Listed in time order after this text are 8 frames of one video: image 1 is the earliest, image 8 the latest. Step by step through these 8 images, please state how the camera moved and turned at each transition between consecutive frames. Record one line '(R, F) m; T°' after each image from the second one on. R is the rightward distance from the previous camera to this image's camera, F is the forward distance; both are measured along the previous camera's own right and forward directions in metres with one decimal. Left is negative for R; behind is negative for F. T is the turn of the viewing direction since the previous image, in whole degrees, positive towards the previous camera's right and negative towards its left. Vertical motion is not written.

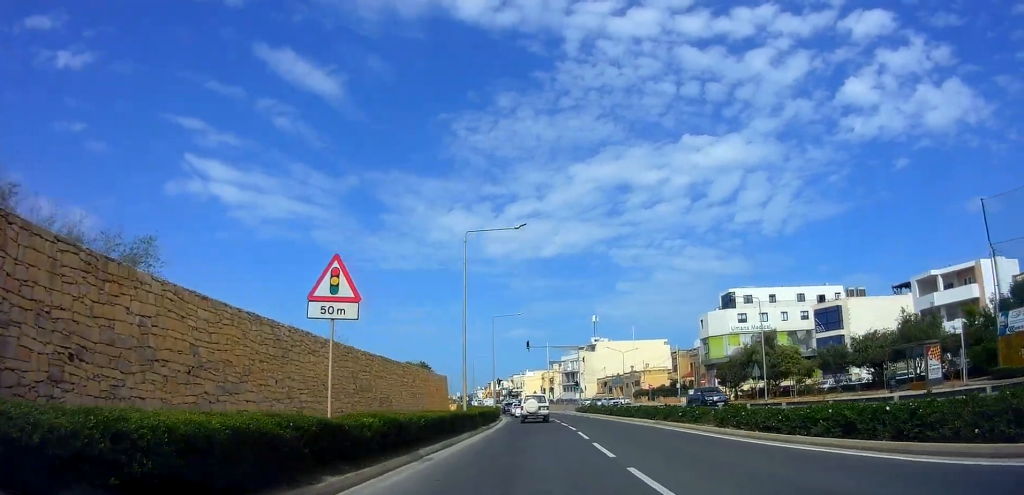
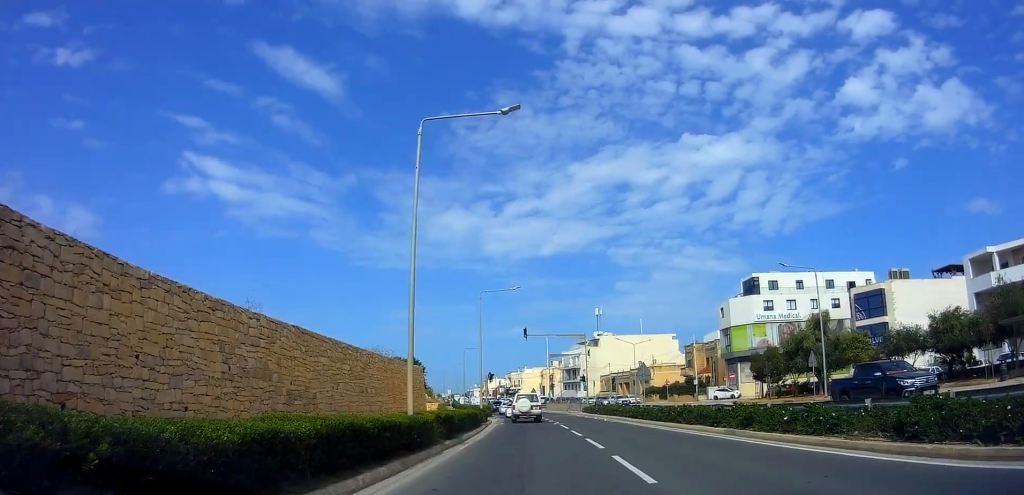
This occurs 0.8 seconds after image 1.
(0.0, +10.1) m; 0°
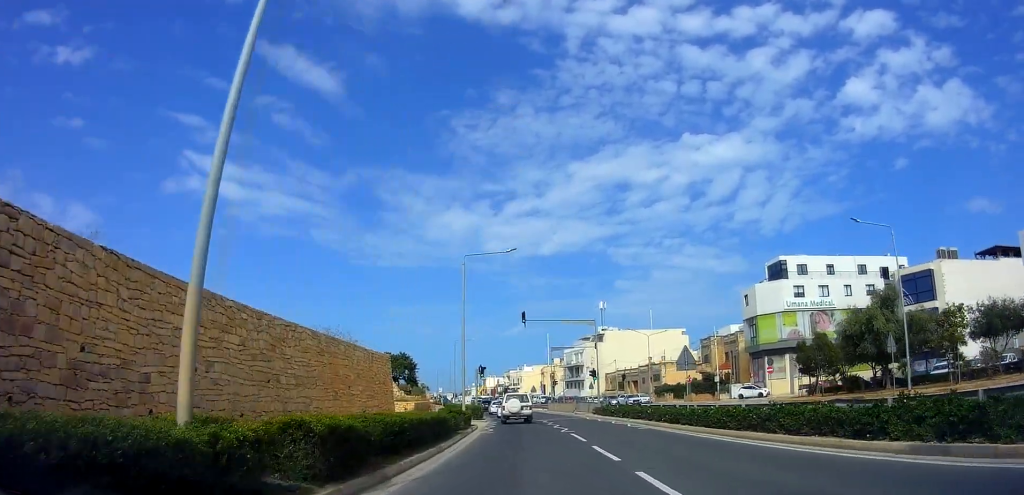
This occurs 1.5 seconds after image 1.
(0.0, +8.5) m; 0°
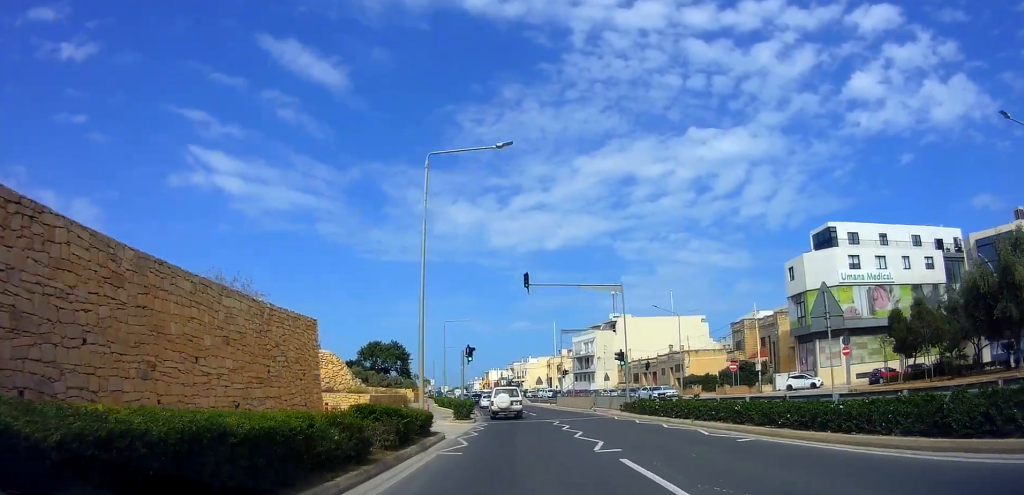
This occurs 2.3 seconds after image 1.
(0.0, +11.2) m; 0°
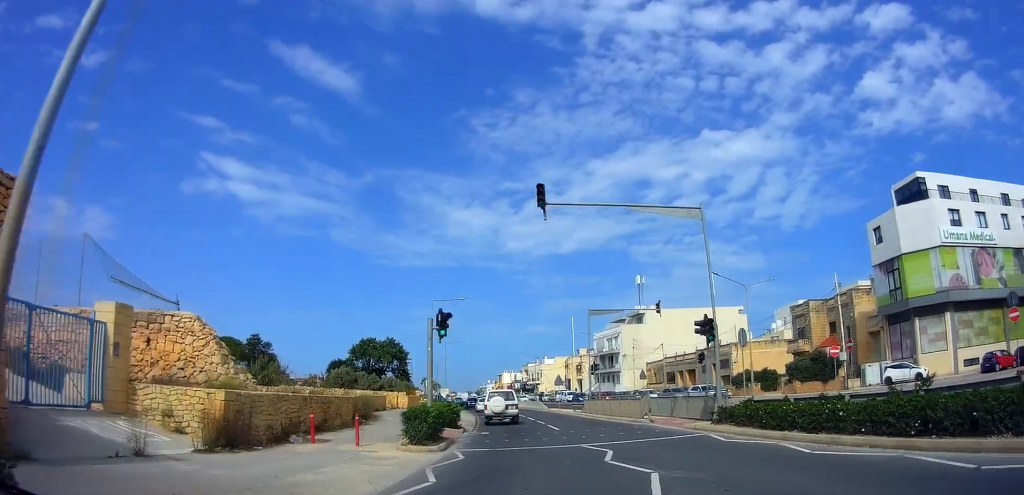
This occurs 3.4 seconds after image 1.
(0.0, +13.8) m; 0°
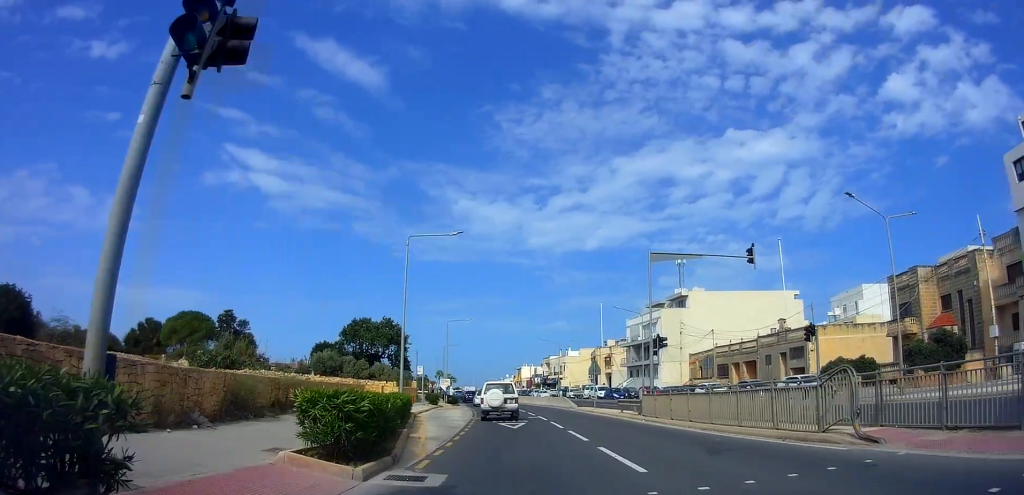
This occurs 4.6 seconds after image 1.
(0.0, +14.9) m; 0°
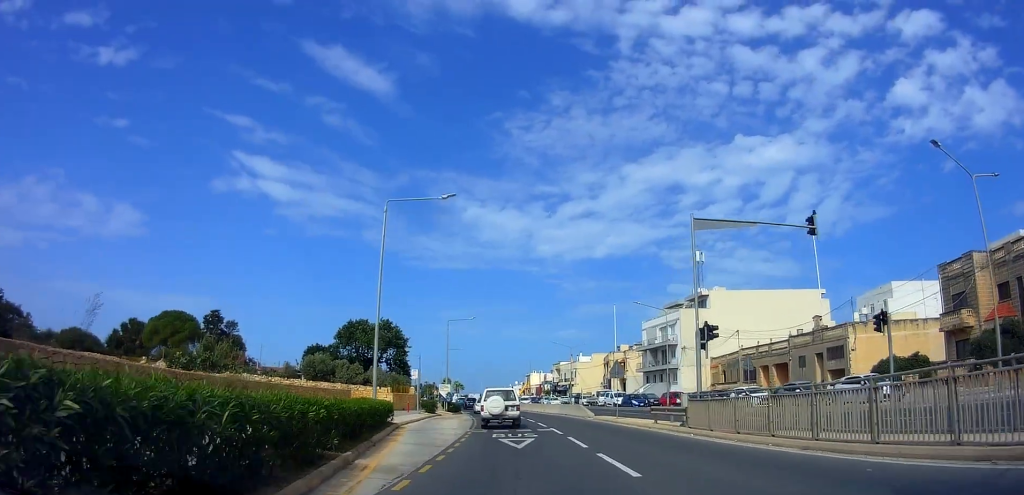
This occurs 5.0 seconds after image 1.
(0.0, +5.9) m; 0°
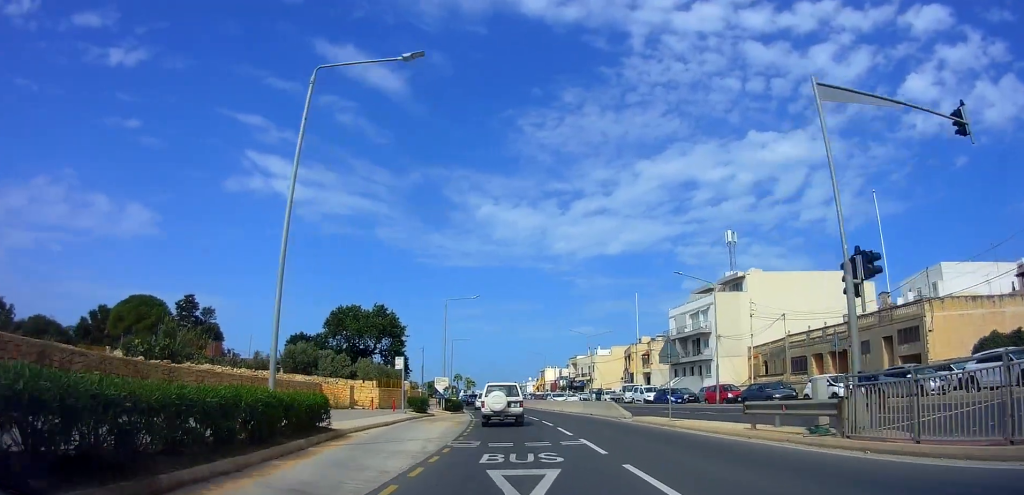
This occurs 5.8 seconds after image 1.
(0.0, +9.0) m; -2°
